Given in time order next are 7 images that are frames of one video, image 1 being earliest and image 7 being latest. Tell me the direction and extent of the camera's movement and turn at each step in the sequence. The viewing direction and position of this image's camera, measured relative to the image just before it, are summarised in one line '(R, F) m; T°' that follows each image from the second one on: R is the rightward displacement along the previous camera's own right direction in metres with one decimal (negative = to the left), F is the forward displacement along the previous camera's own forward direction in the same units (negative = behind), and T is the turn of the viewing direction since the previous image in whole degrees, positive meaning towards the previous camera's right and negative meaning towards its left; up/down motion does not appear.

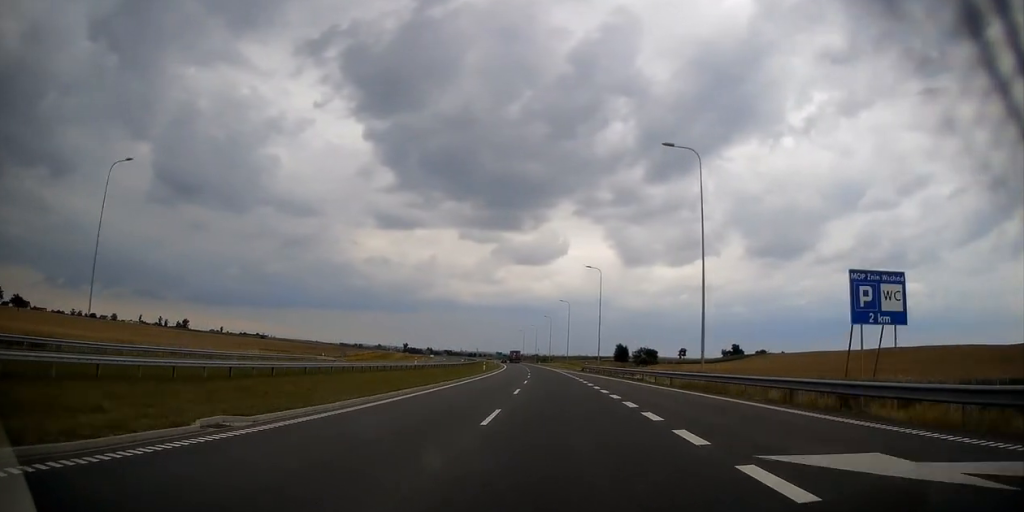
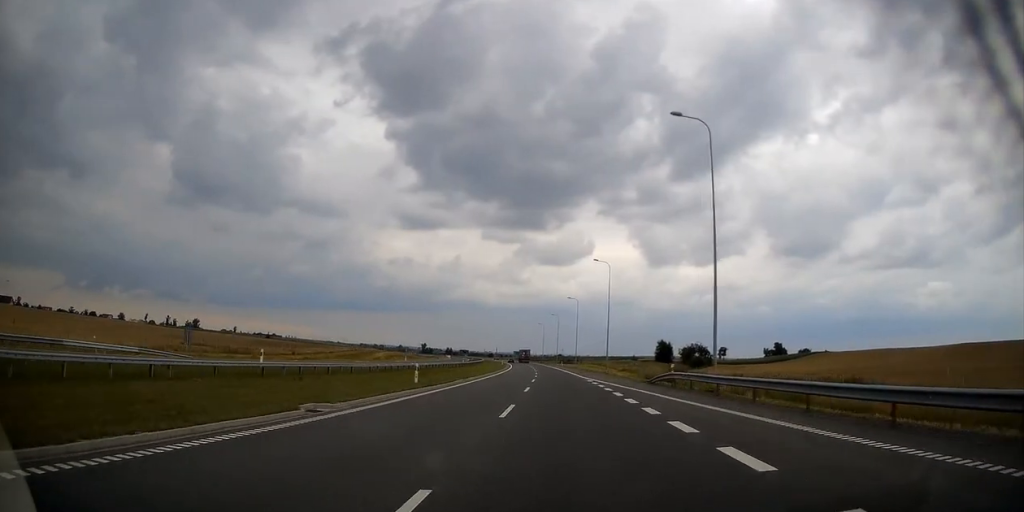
(-0.6, +46.4) m; -2°
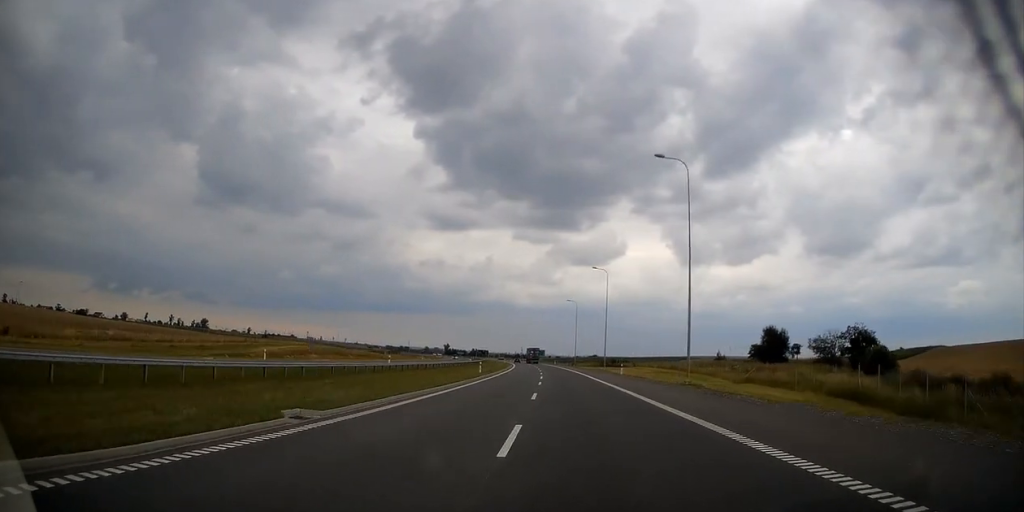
(-2.7, +77.9) m; -3°
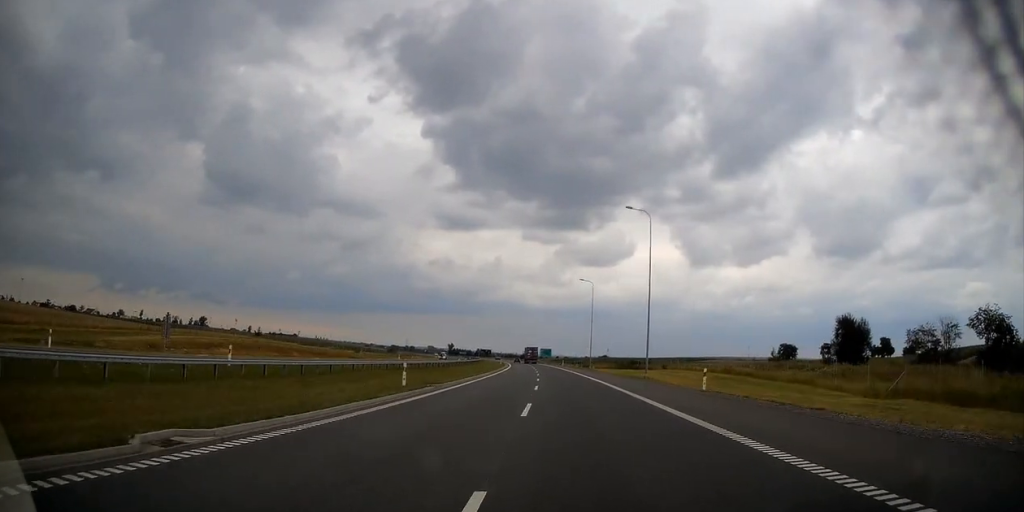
(-0.2, +30.1) m; -1°
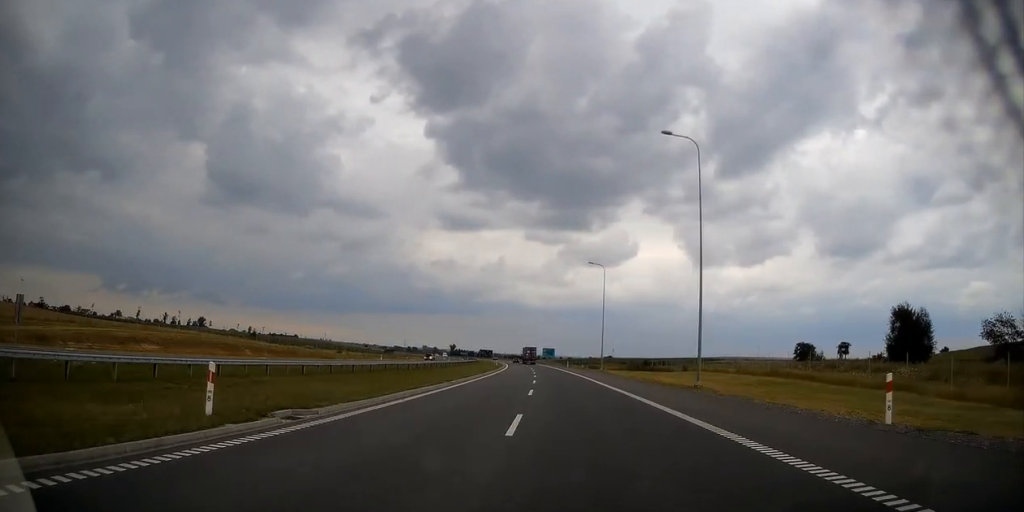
(-0.1, +15.6) m; -1°
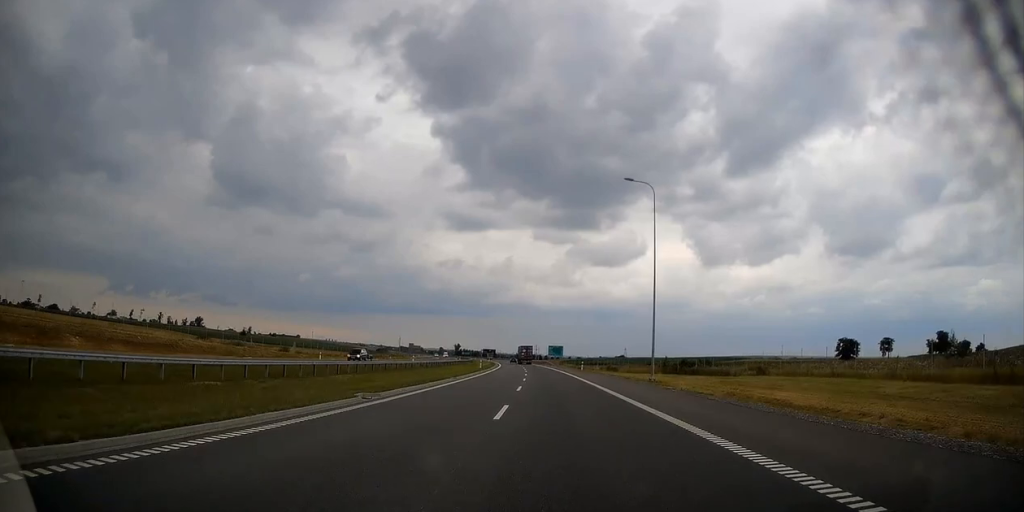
(-0.3, +33.3) m; -1°
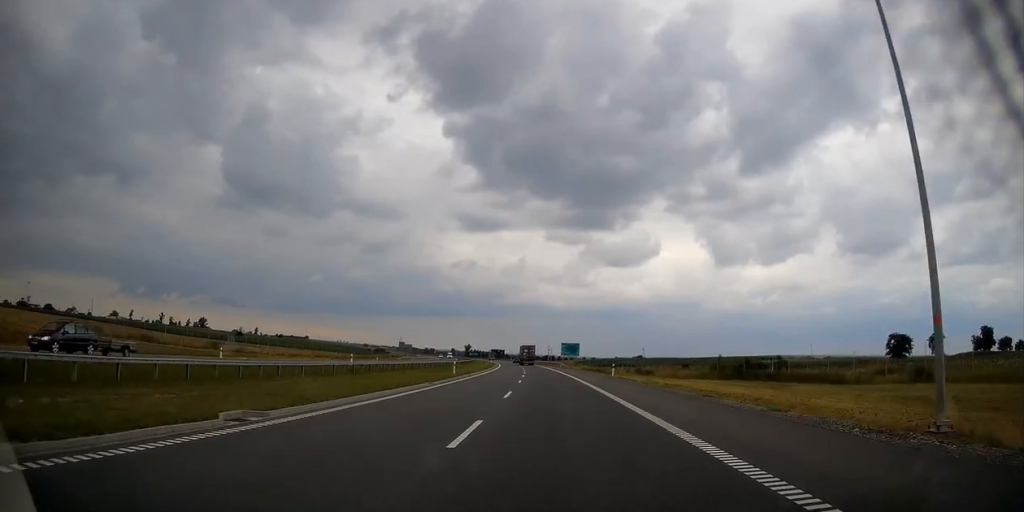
(-0.3, +28.4) m; -1°
